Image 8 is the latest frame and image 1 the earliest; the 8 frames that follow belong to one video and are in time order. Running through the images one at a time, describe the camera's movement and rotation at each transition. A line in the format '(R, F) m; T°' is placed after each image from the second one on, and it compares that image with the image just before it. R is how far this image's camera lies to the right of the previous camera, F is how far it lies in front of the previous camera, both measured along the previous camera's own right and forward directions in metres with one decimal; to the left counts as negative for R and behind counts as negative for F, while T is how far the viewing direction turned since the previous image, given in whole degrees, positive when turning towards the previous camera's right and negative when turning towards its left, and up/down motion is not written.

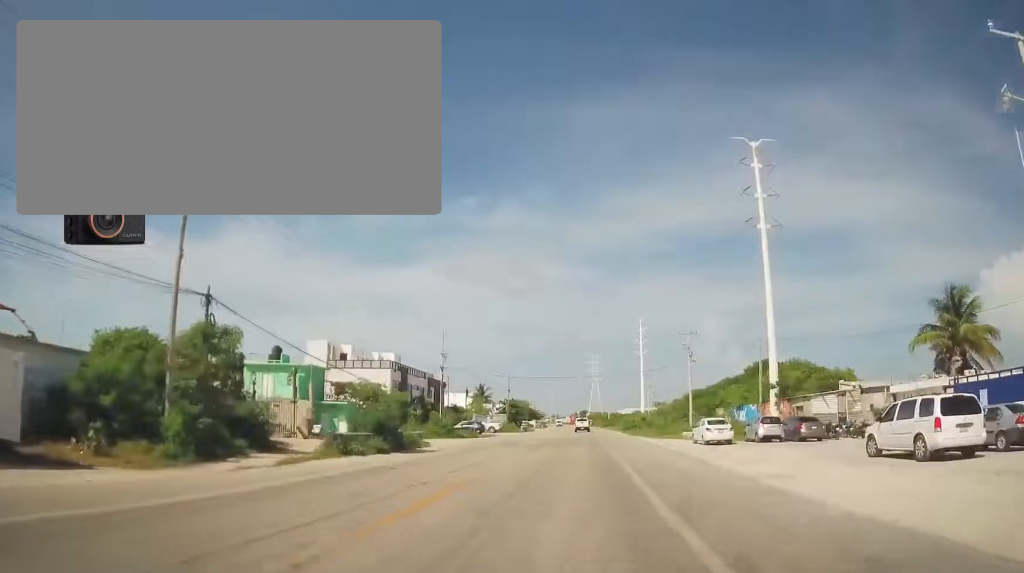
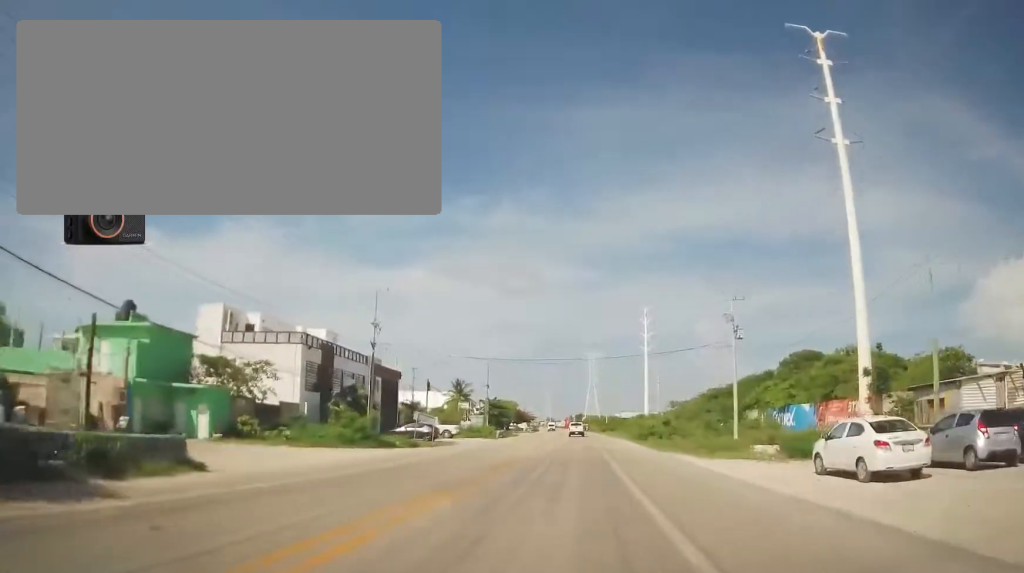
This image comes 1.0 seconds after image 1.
(-0.6, +21.2) m; -1°
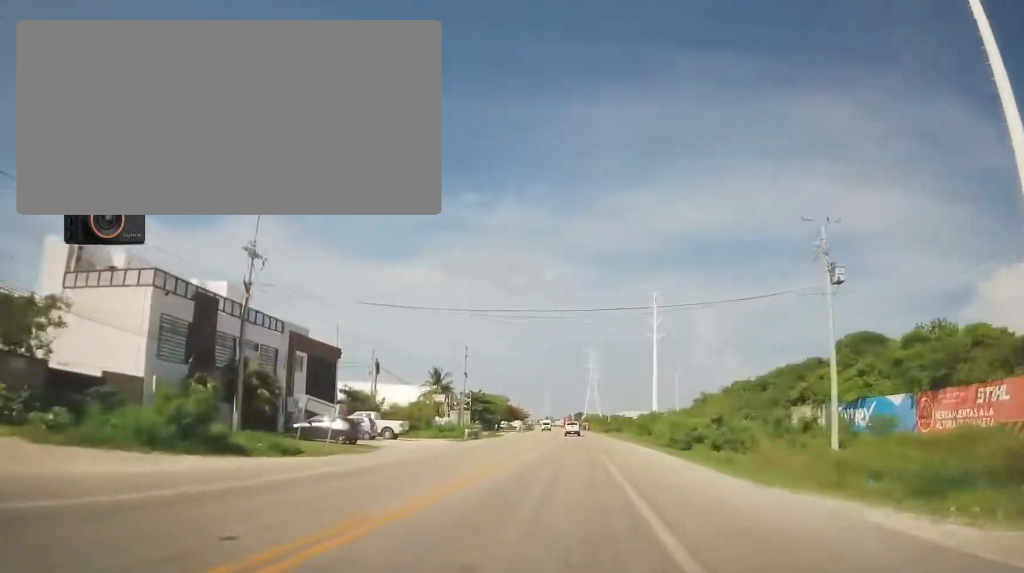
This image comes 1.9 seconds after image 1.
(0.0, +18.2) m; +1°
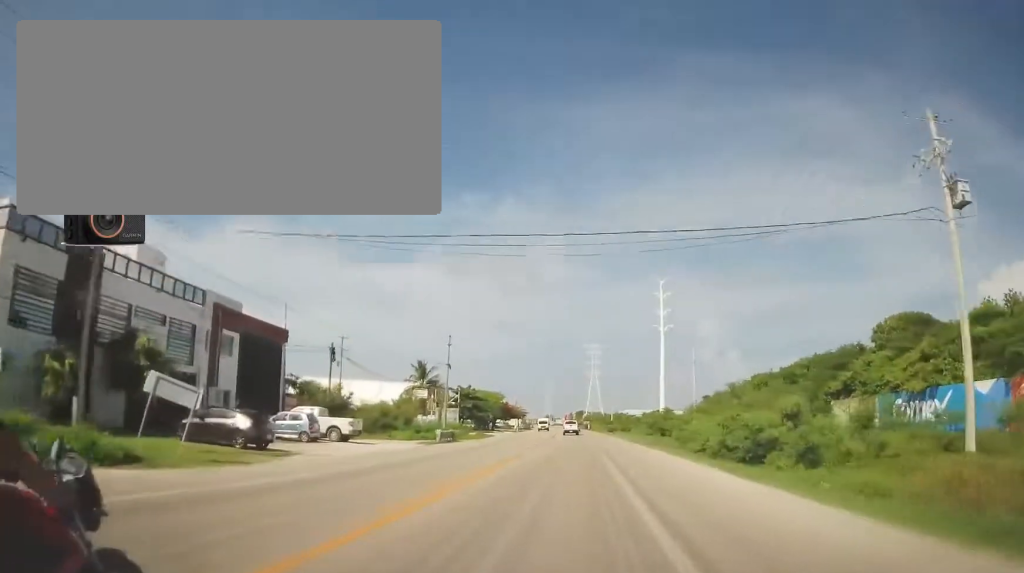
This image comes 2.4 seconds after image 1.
(0.0, +10.2) m; +1°
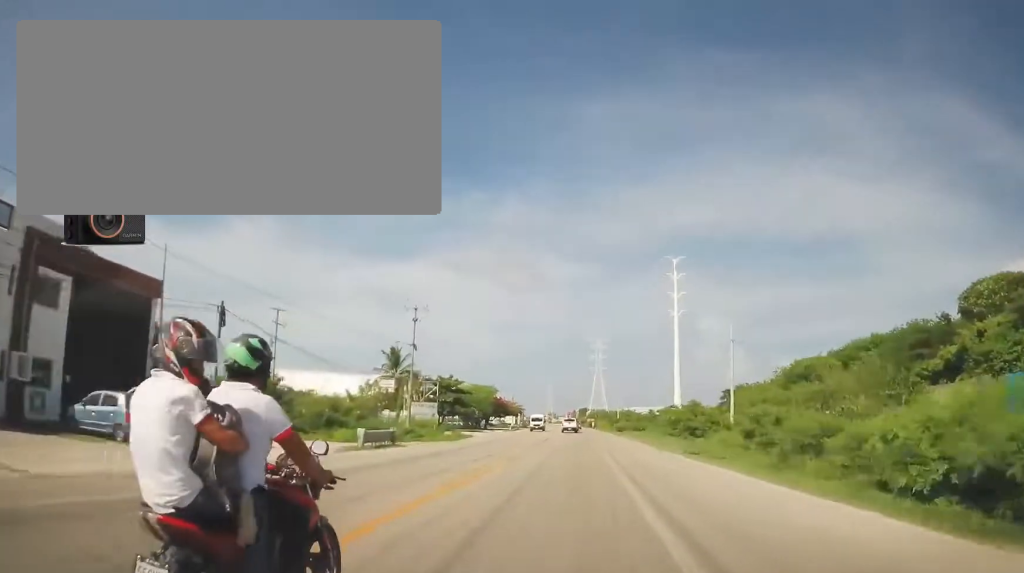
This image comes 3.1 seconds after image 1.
(+0.2, +14.5) m; 0°
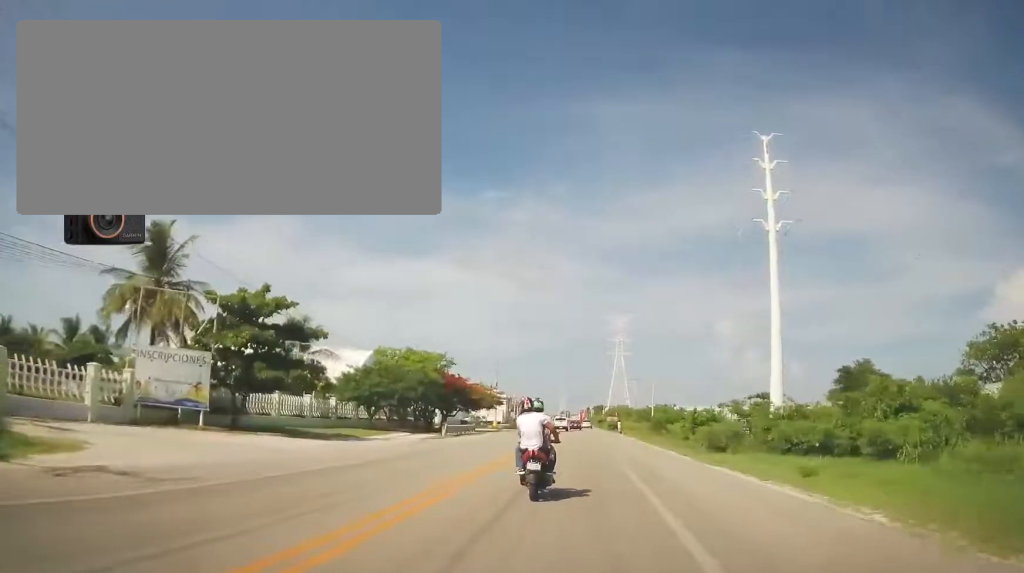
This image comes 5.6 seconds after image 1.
(-1.1, +48.0) m; -2°
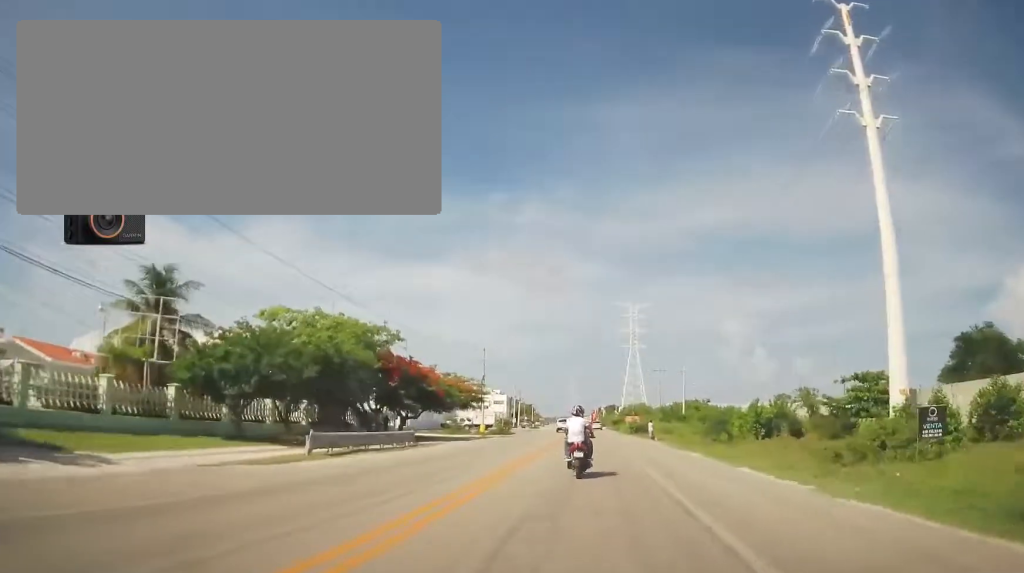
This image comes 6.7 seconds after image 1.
(-0.1, +21.7) m; -1°
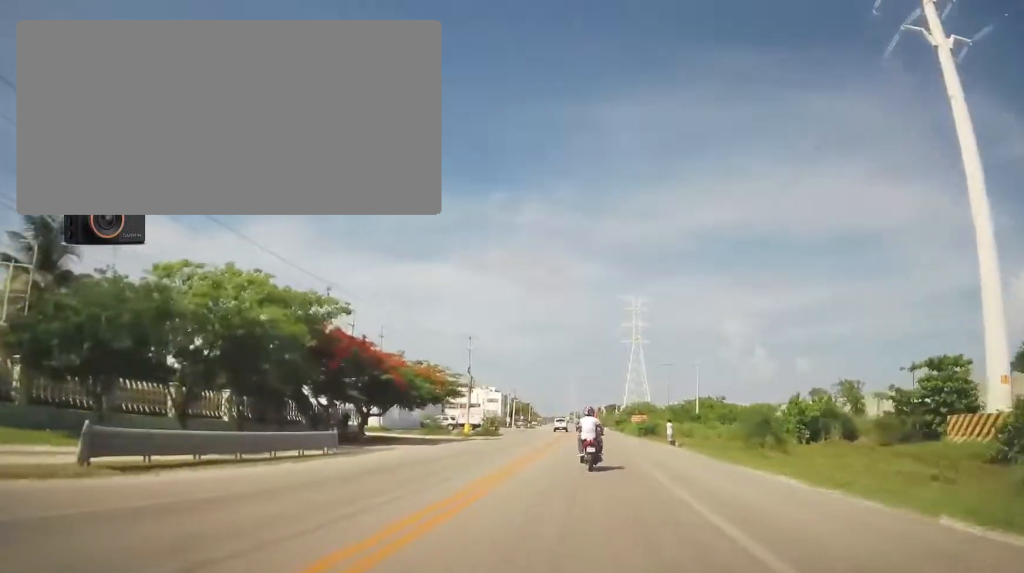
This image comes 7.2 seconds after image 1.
(0.0, +9.8) m; -1°
